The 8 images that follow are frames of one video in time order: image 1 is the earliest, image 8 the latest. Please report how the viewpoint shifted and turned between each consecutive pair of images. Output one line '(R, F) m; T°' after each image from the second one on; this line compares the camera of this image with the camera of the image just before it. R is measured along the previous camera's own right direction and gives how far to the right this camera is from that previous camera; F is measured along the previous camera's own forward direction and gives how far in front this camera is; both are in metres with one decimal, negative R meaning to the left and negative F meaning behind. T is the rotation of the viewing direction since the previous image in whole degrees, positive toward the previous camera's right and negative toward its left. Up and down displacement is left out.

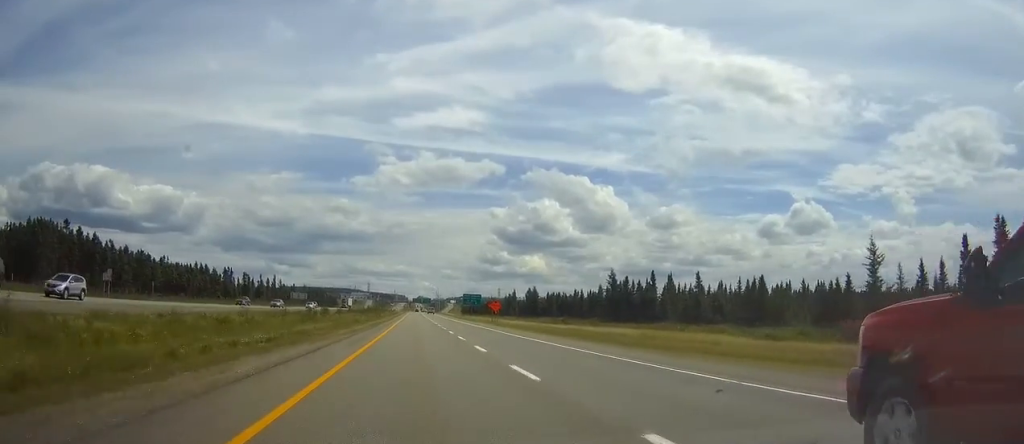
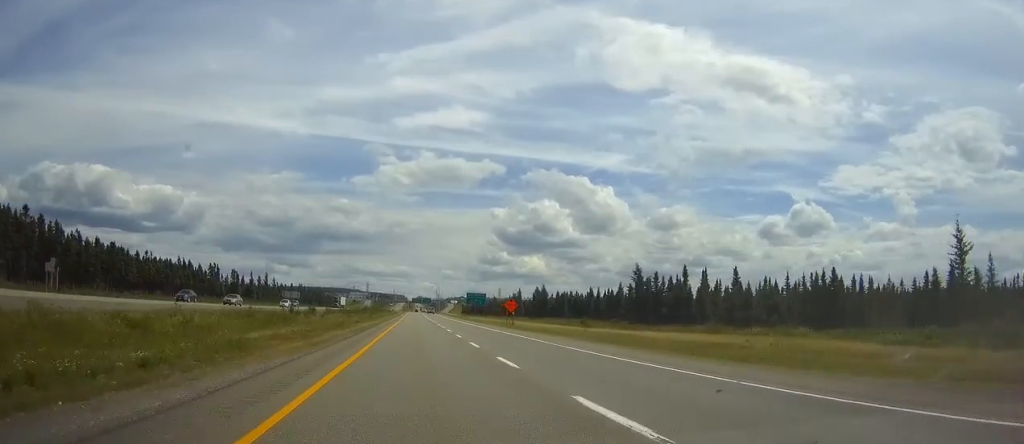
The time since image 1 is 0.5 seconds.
(0.0, +14.8) m; 0°
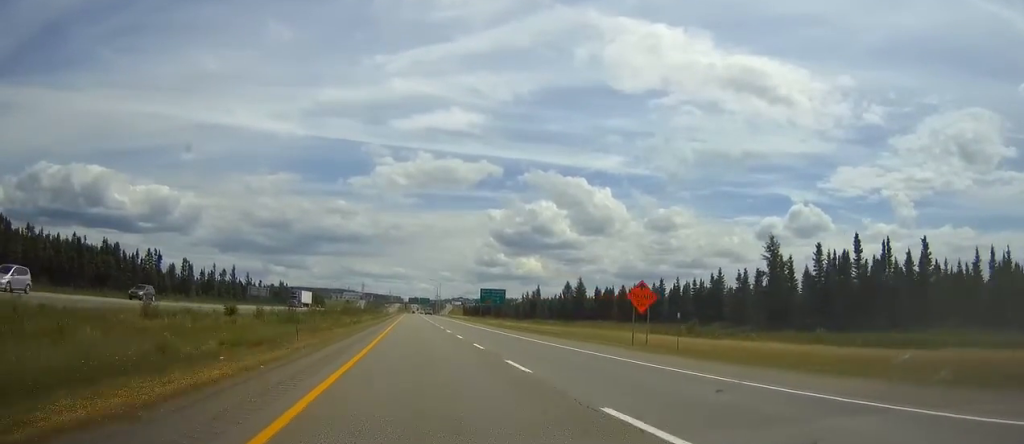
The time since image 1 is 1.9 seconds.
(0.0, +45.4) m; 0°
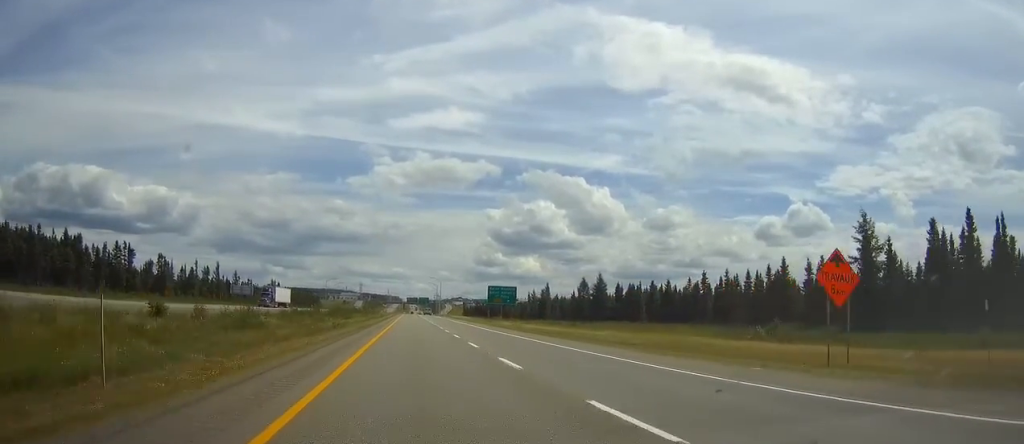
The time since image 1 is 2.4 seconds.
(0.0, +16.9) m; 0°
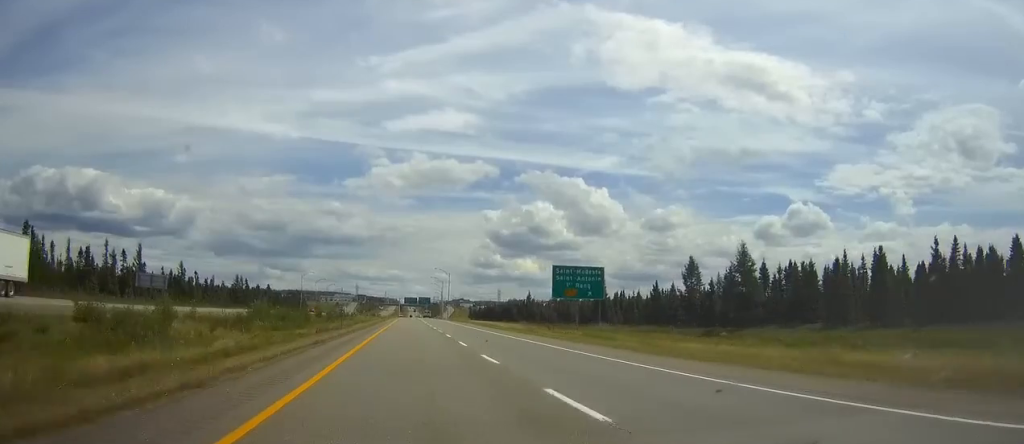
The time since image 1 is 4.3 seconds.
(0.0, +60.4) m; 0°
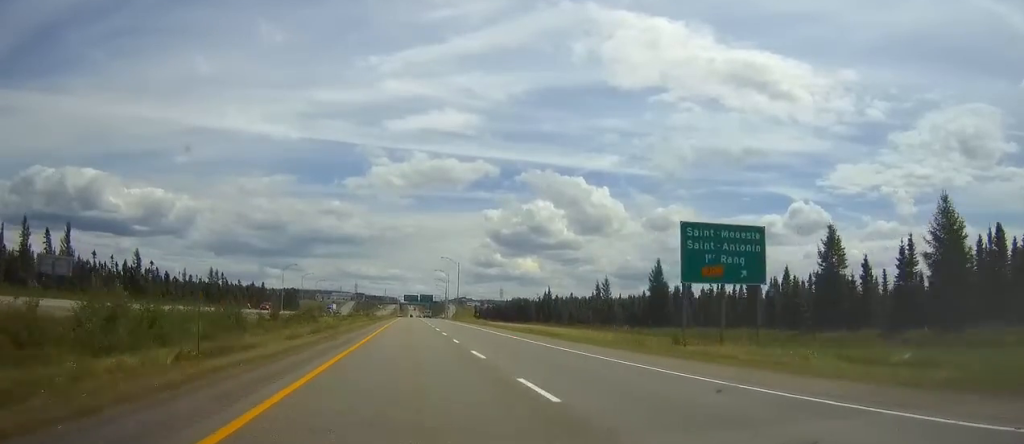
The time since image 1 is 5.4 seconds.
(0.0, +33.9) m; 0°
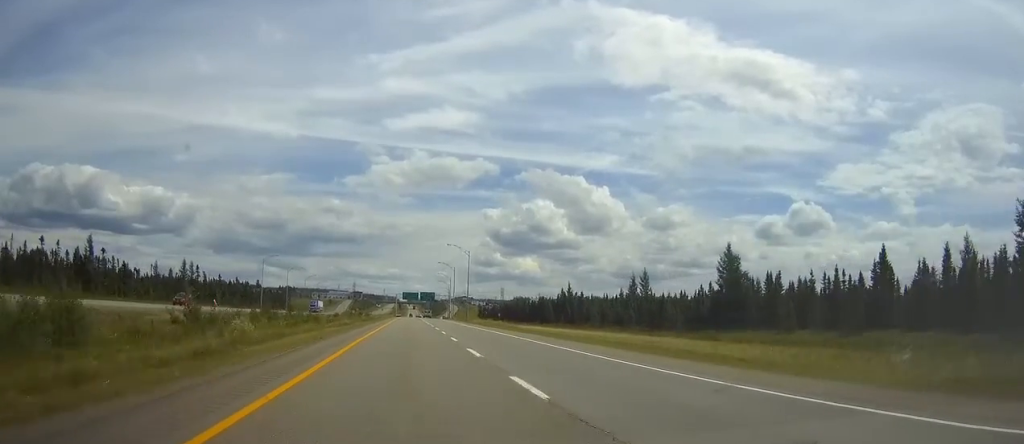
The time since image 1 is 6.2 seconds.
(0.0, +26.5) m; 0°
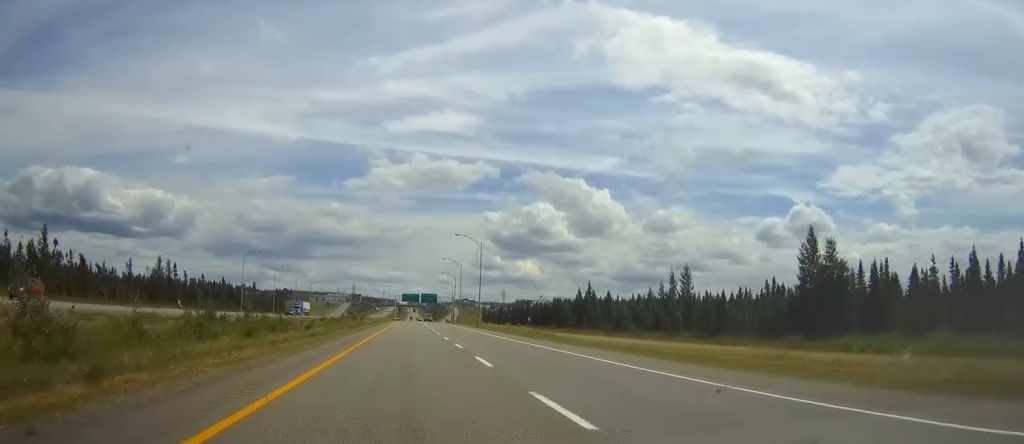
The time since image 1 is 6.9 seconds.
(0.0, +20.1) m; 0°
